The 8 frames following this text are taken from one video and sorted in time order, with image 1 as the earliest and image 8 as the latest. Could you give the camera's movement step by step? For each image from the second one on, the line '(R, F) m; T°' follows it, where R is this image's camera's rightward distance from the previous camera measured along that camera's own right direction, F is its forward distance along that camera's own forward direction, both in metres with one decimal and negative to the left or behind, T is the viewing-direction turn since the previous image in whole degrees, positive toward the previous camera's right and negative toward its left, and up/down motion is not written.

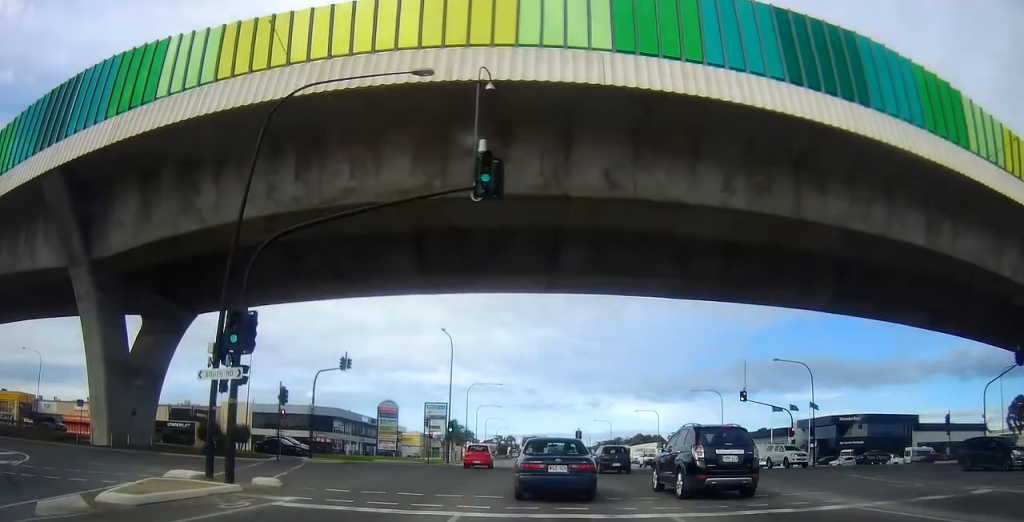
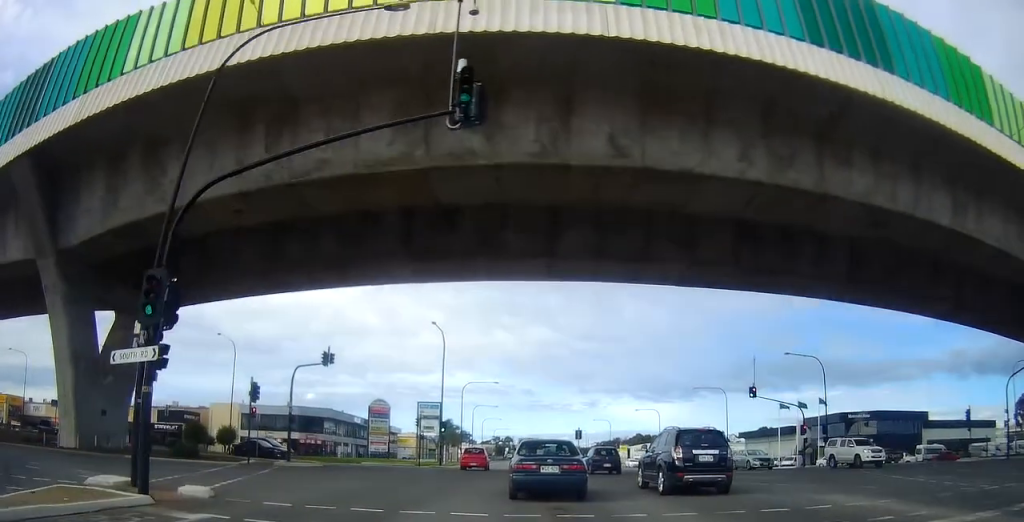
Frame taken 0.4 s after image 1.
(-0.2, +3.6) m; 0°
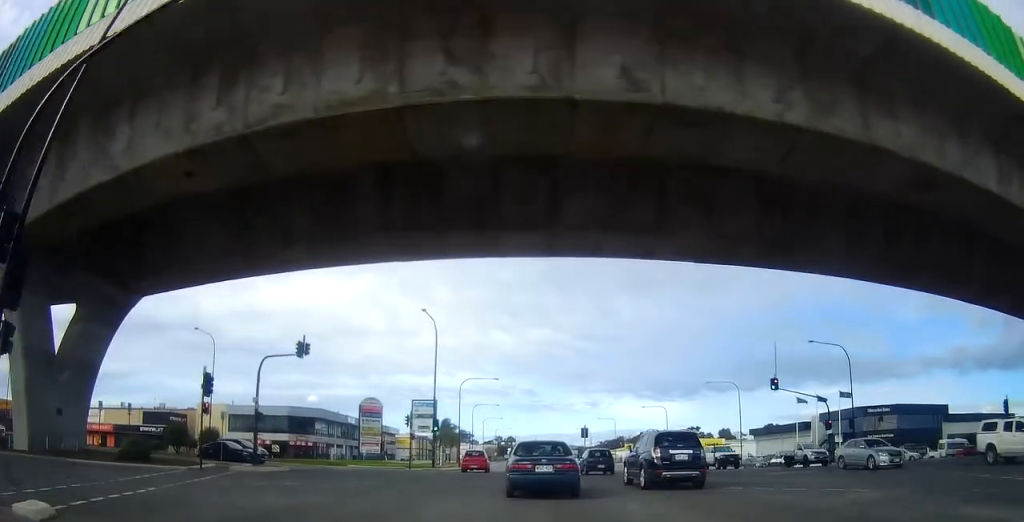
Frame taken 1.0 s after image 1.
(-0.2, +5.0) m; +1°
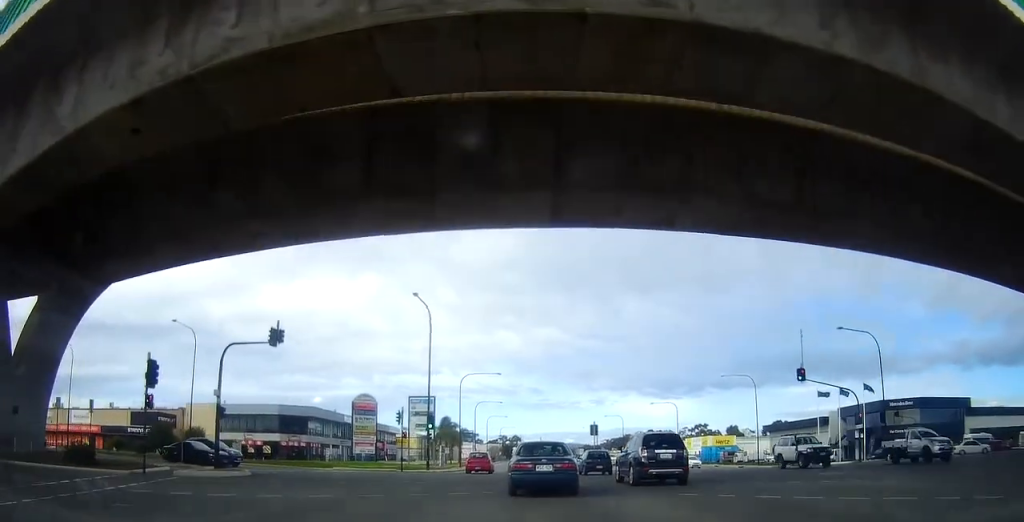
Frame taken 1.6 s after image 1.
(+0.3, +4.8) m; +2°
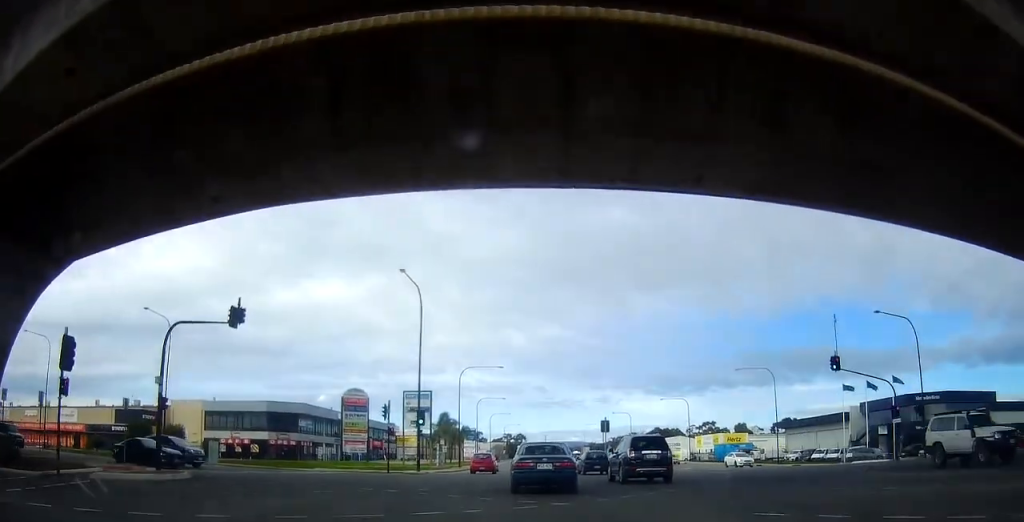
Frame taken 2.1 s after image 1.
(+0.1, +5.4) m; +1°
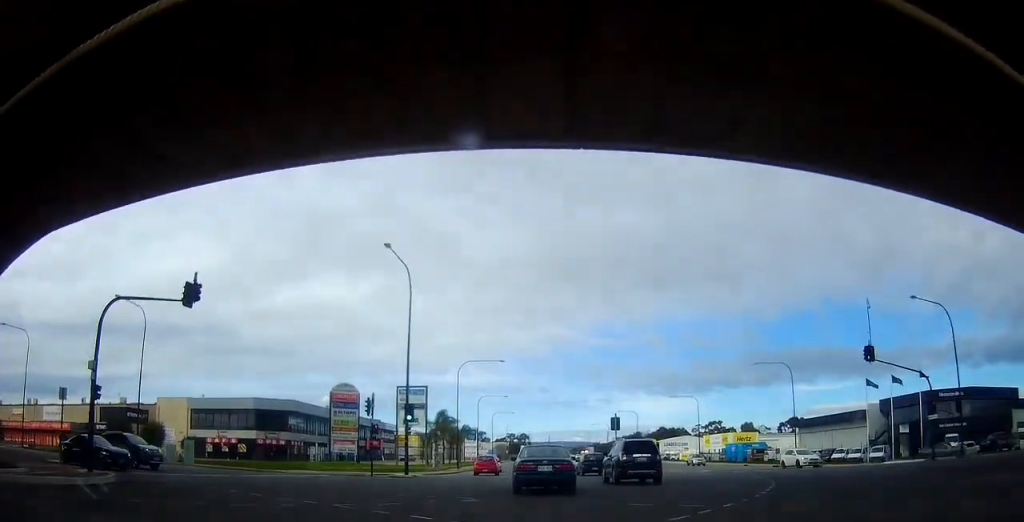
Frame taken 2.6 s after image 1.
(0.0, +4.8) m; 0°
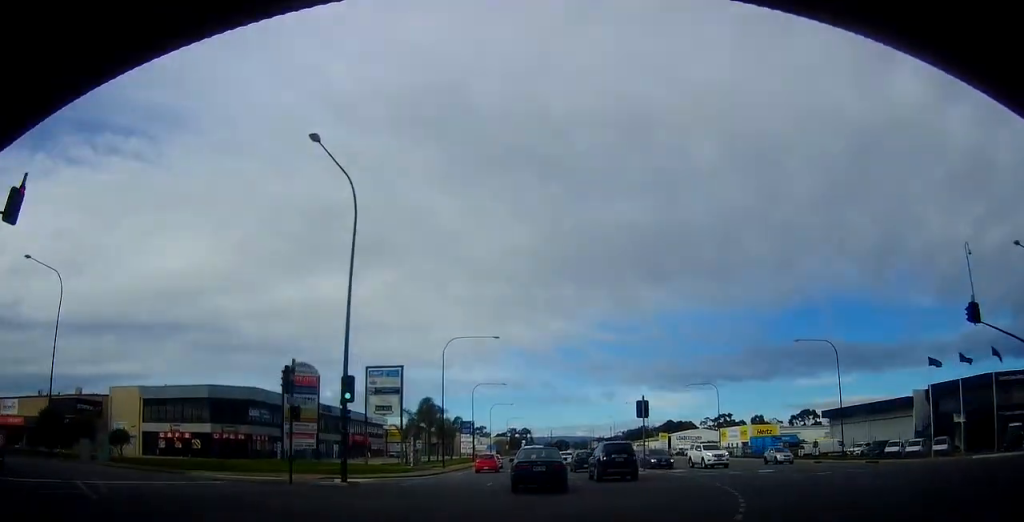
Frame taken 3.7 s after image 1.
(0.0, +12.1) m; -2°
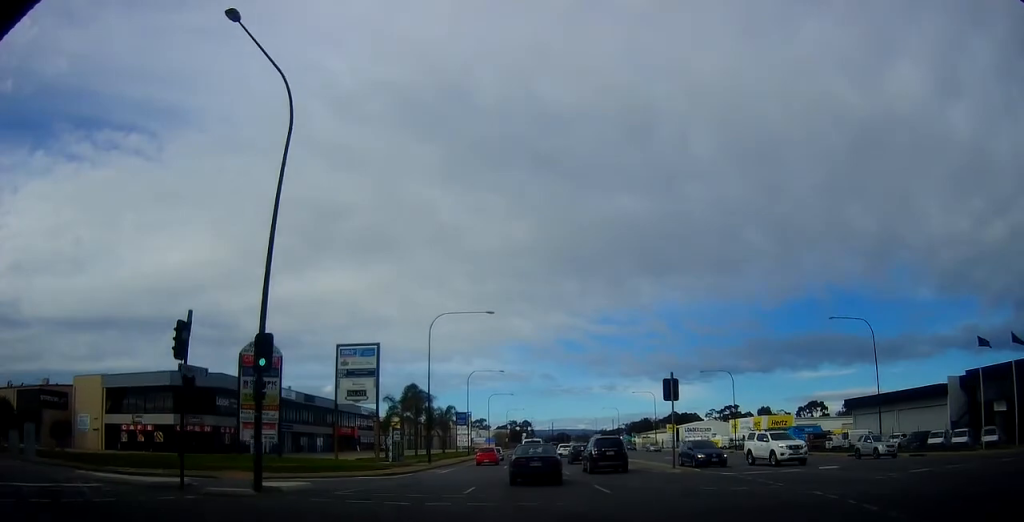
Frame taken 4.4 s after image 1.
(-0.2, +7.8) m; -2°
